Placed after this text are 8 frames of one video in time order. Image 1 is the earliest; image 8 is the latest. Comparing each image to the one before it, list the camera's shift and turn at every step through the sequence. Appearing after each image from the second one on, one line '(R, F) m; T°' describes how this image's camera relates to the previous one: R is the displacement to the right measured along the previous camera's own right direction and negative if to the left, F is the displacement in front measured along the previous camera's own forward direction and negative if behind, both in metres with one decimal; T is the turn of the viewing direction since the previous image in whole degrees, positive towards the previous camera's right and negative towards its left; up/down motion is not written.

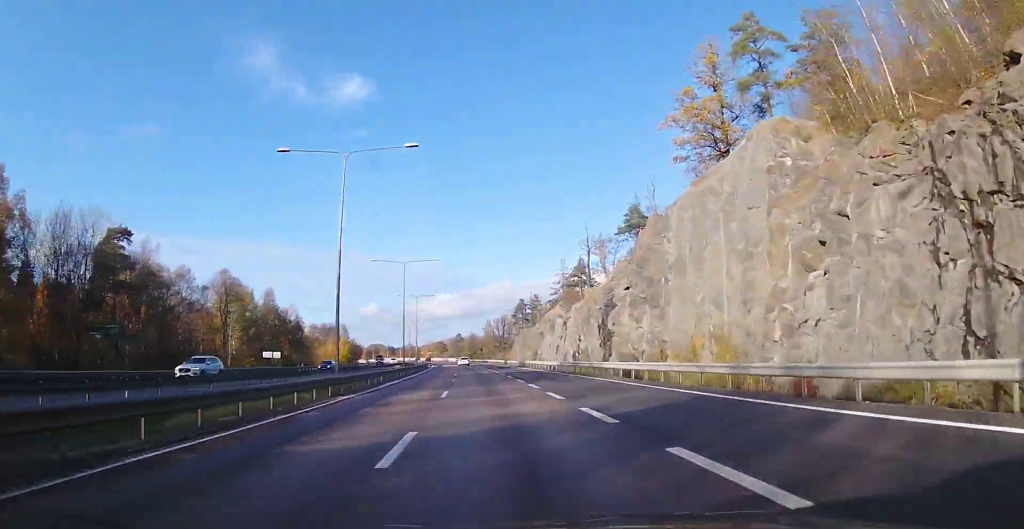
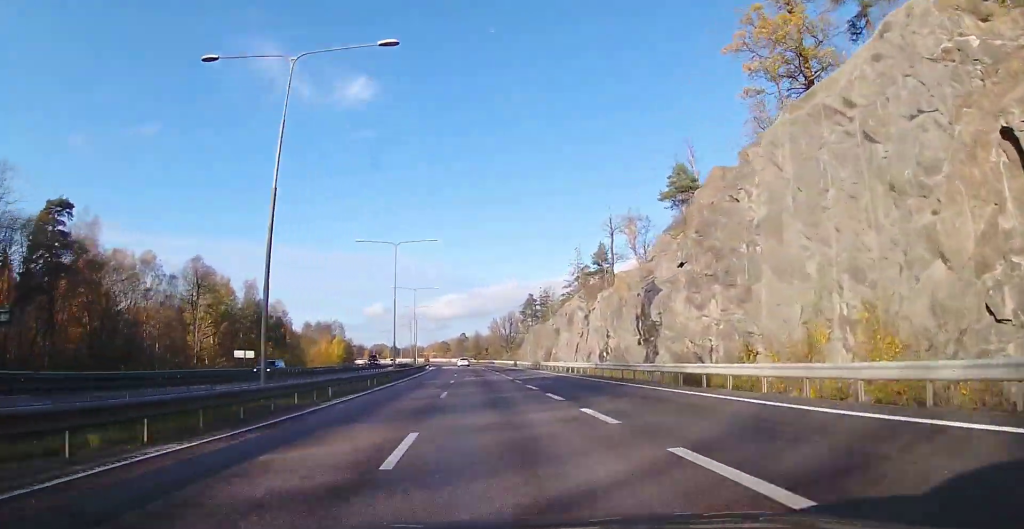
(0.0, +12.0) m; 0°
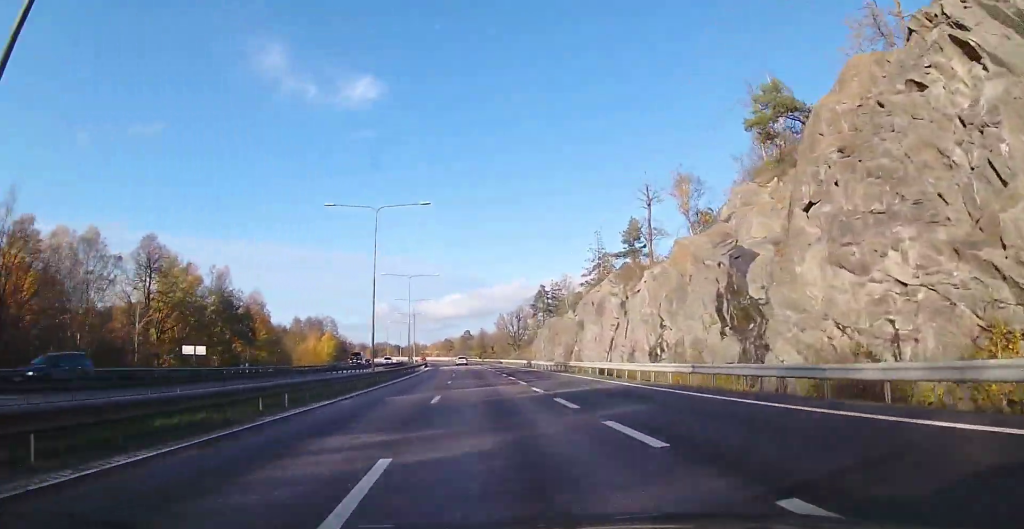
(0.0, +14.8) m; 0°
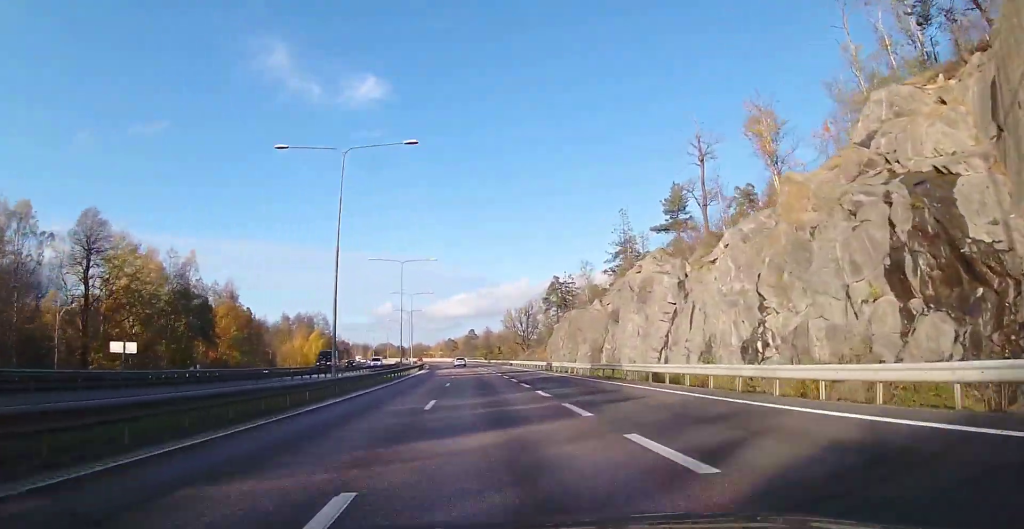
(-0.1, +13.9) m; 0°
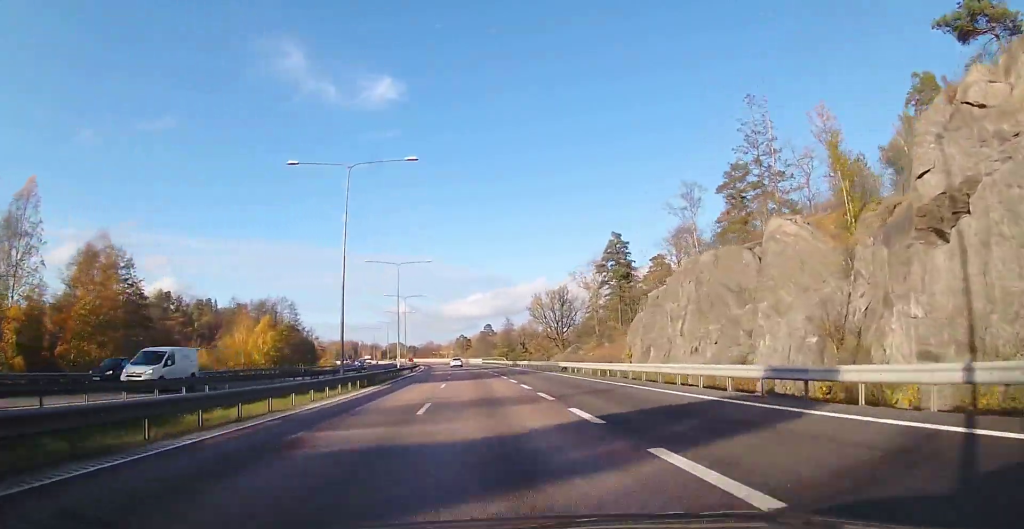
(-0.2, +37.7) m; -2°
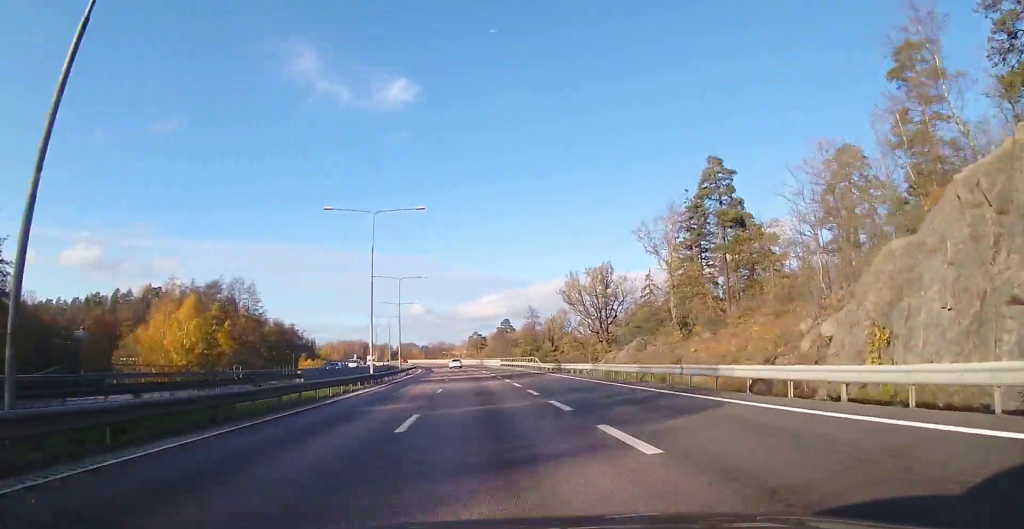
(-0.7, +27.4) m; -2°
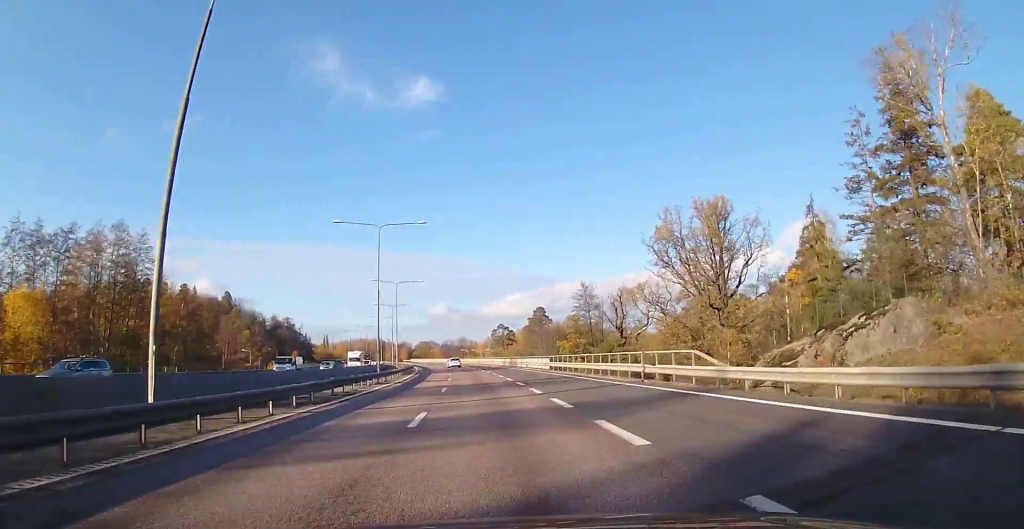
(-0.7, +35.7) m; -2°
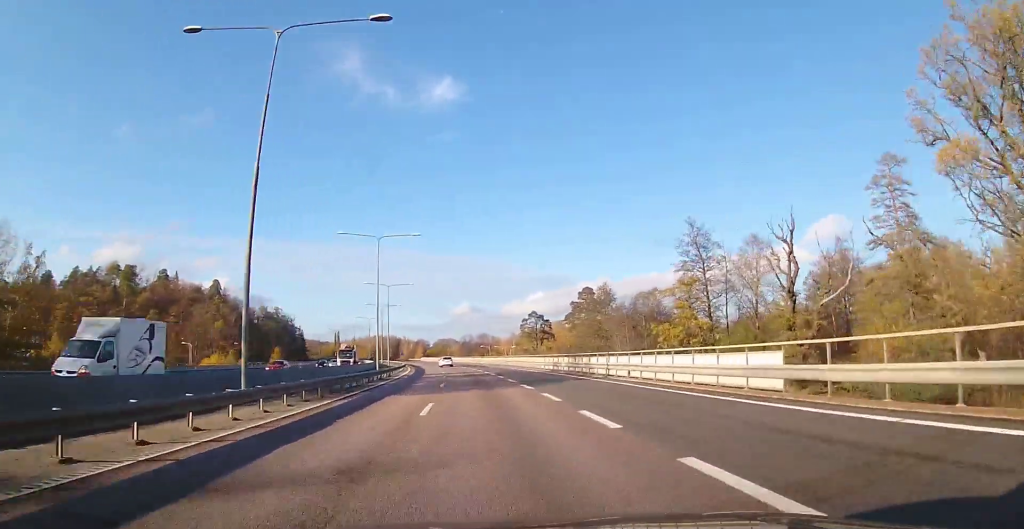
(-0.8, +34.4) m; -2°
